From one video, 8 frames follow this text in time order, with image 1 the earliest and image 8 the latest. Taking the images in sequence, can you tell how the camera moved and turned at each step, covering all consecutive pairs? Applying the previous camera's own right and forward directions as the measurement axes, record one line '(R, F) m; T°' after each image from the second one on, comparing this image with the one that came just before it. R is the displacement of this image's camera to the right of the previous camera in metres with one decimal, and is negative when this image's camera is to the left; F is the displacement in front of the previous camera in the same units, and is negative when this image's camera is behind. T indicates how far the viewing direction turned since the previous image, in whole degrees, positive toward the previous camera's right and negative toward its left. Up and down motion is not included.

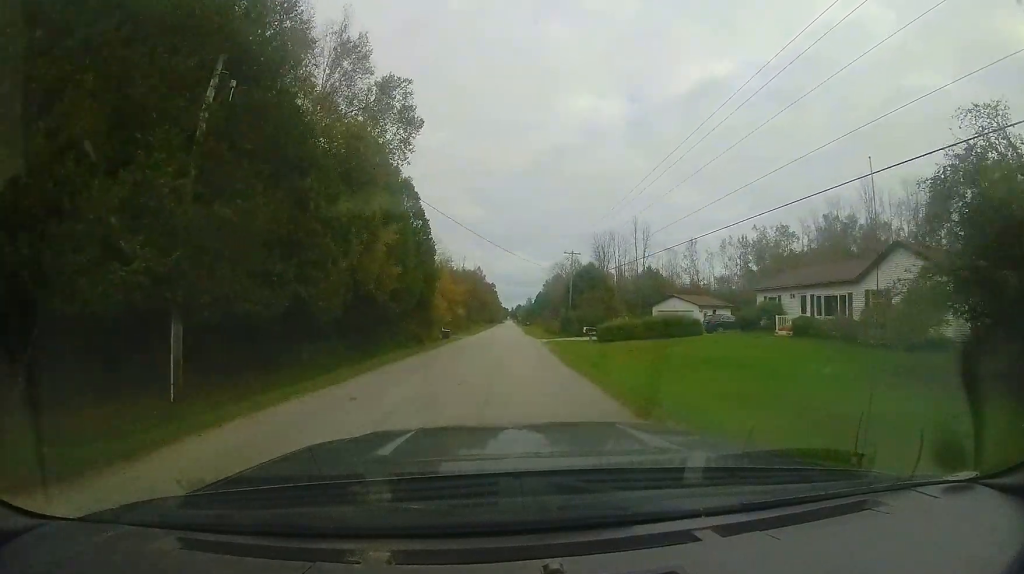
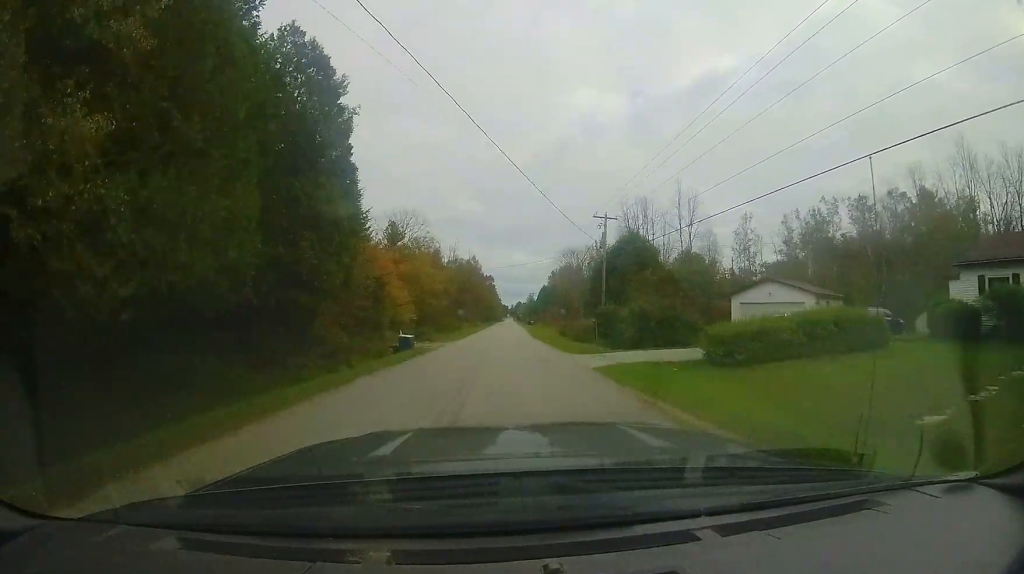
(+0.1, +9.5) m; +1°
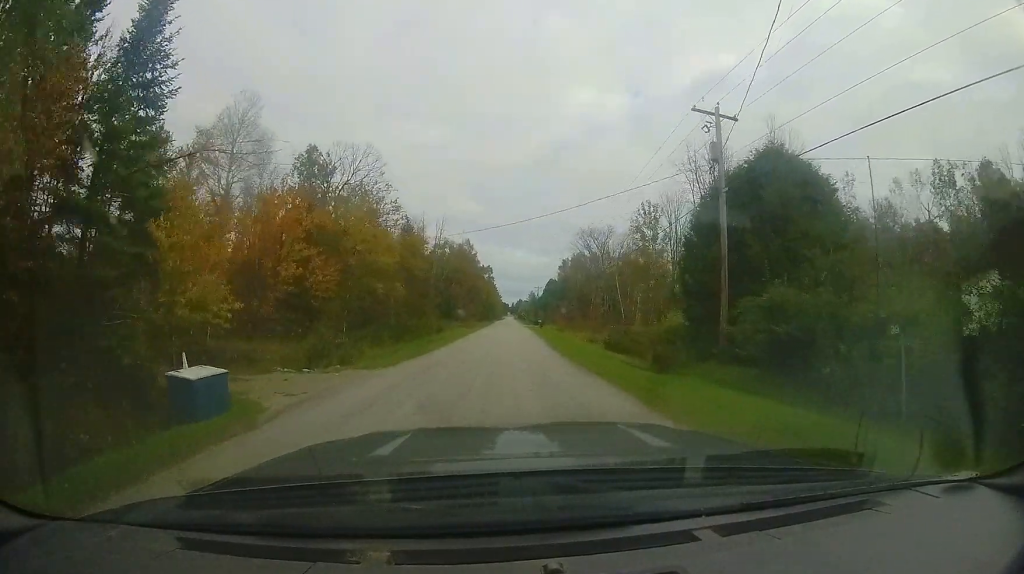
(+0.3, +17.6) m; +1°
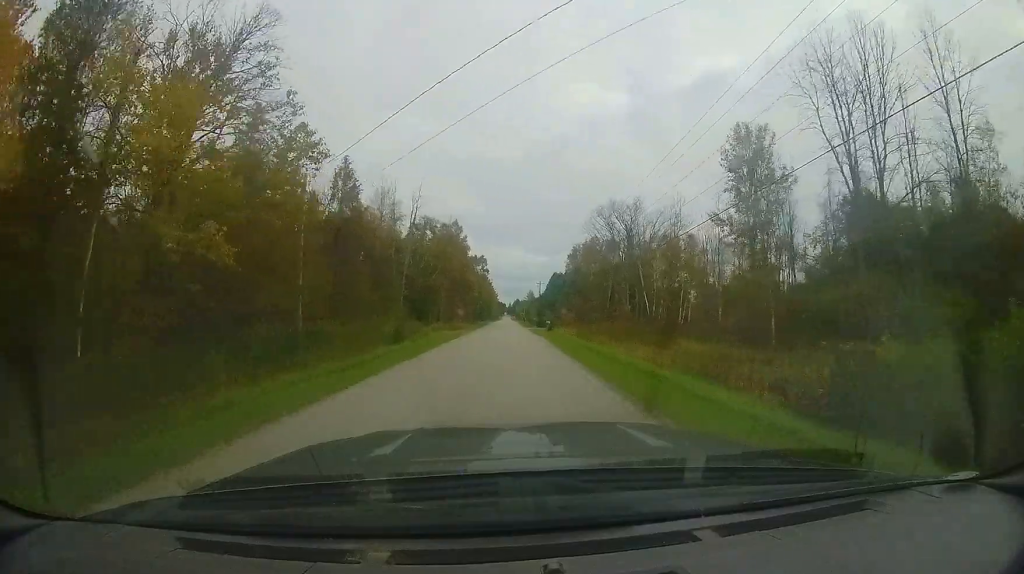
(-0.1, +15.2) m; -2°
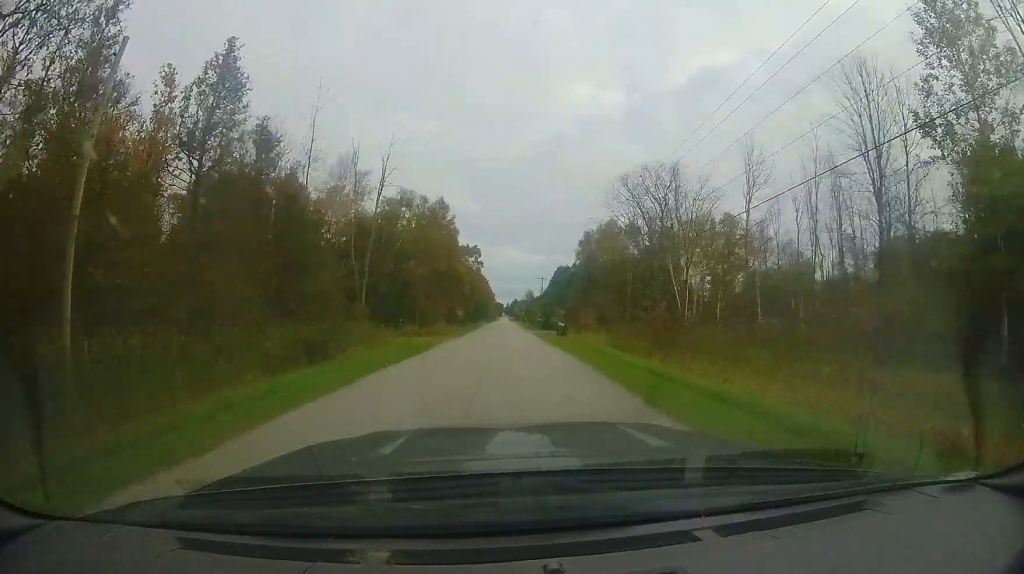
(-0.2, +11.7) m; 0°
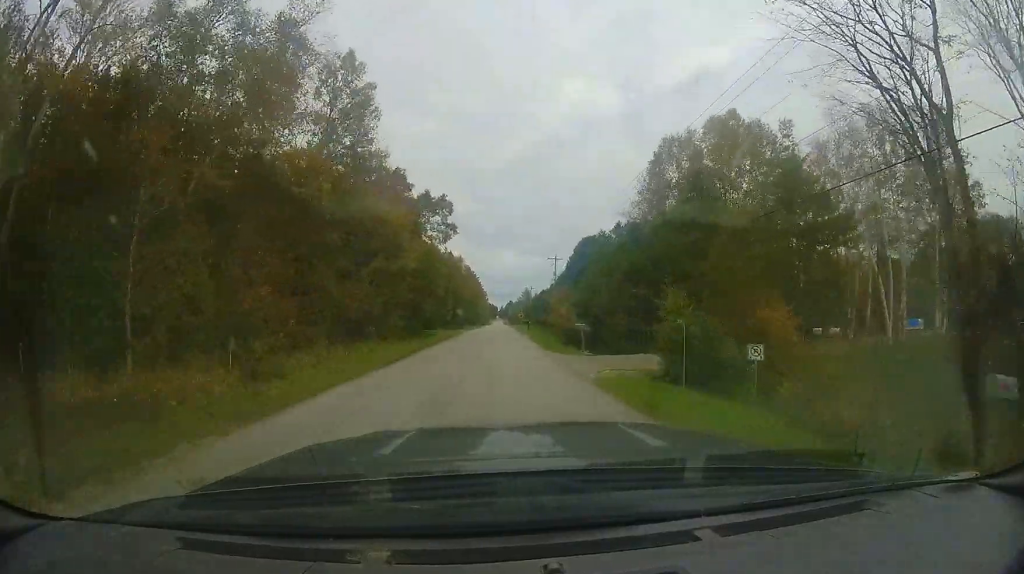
(+0.1, +28.8) m; -1°
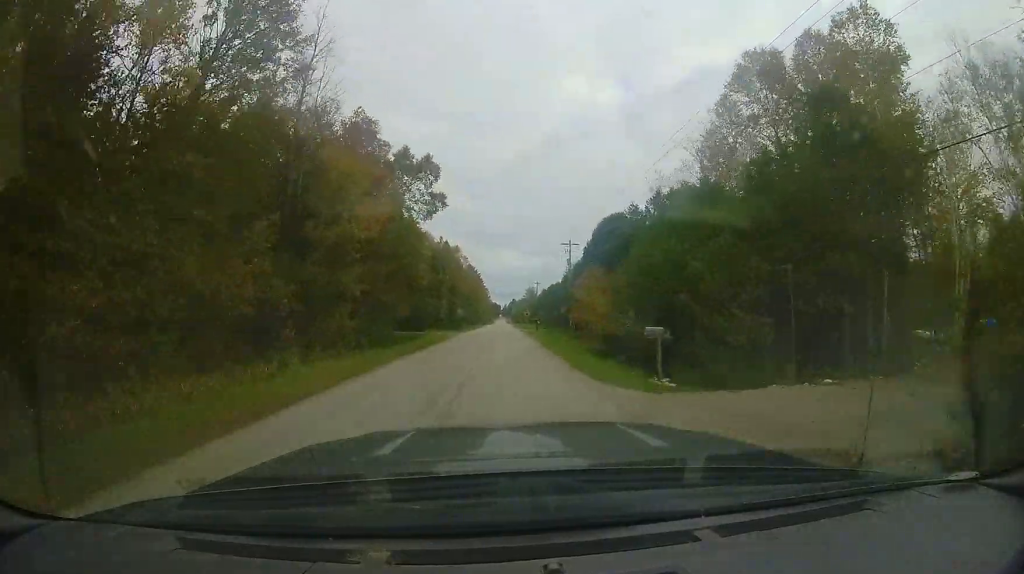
(-0.1, +9.2) m; -1°
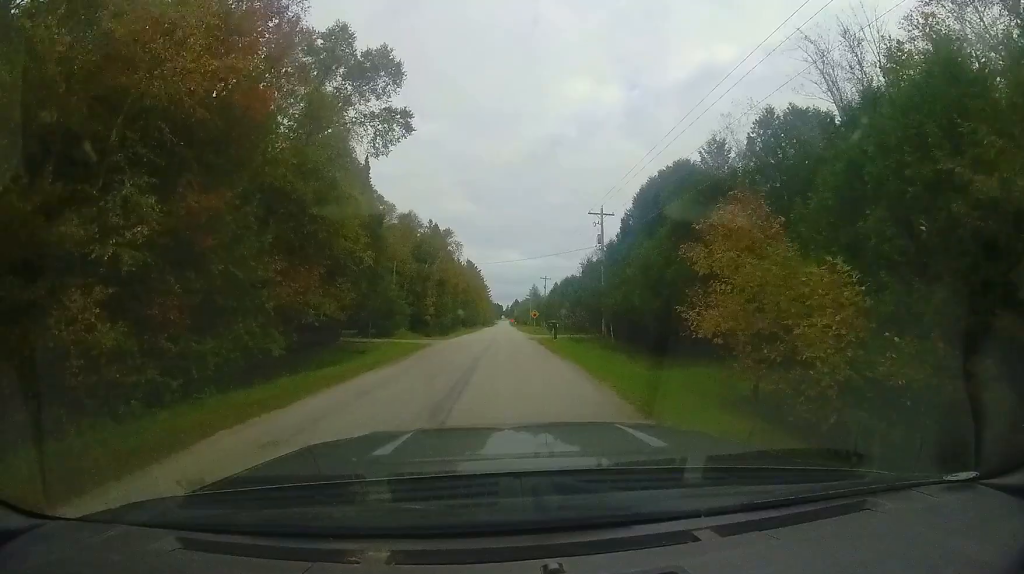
(0.0, +12.5) m; 0°
